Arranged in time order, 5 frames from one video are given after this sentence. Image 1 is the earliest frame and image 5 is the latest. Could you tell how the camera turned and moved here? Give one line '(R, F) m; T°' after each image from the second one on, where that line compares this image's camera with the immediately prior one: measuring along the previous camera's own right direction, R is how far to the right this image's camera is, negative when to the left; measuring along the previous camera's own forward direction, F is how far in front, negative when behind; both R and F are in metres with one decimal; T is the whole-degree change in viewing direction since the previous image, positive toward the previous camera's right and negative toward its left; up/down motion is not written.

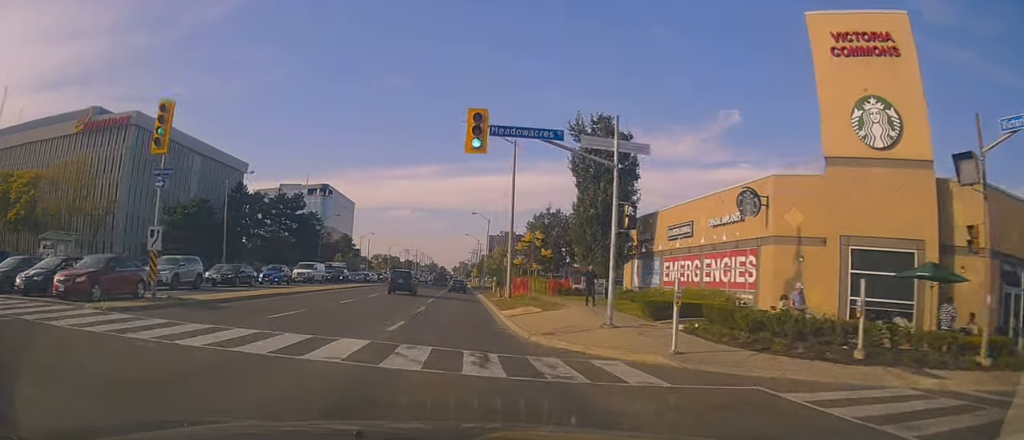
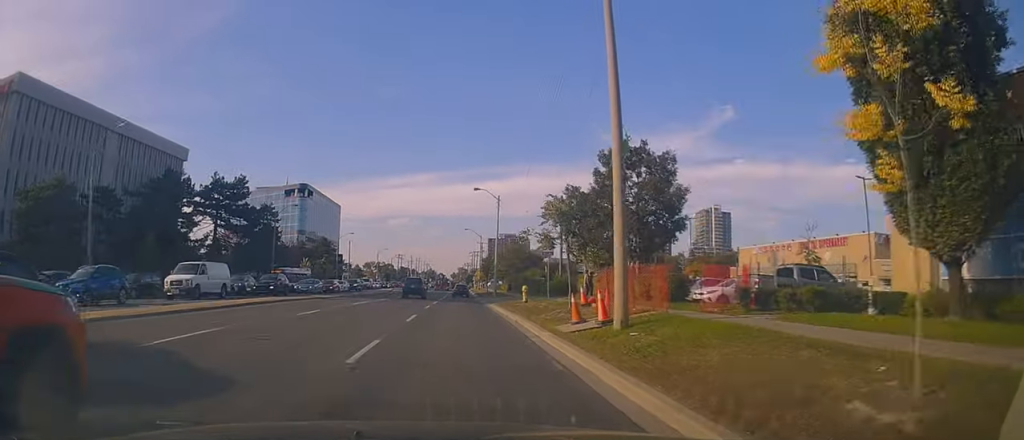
(0.0, +25.5) m; +2°
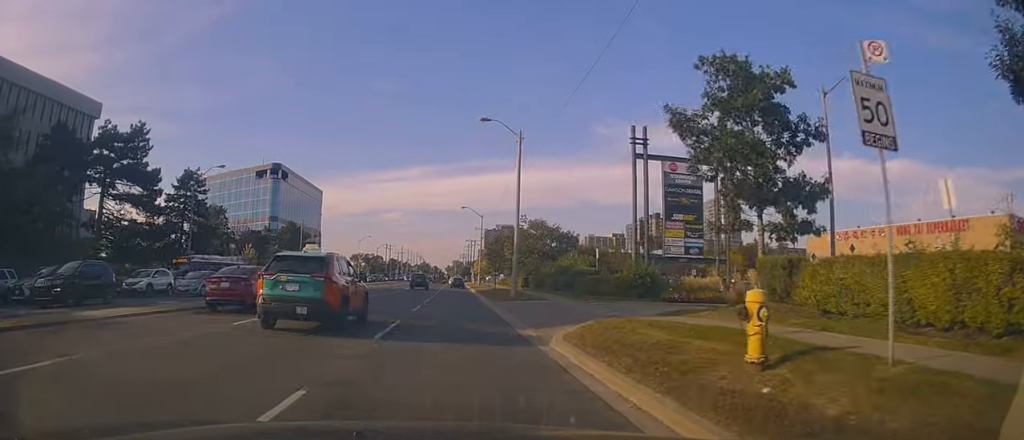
(-0.2, +26.6) m; +3°
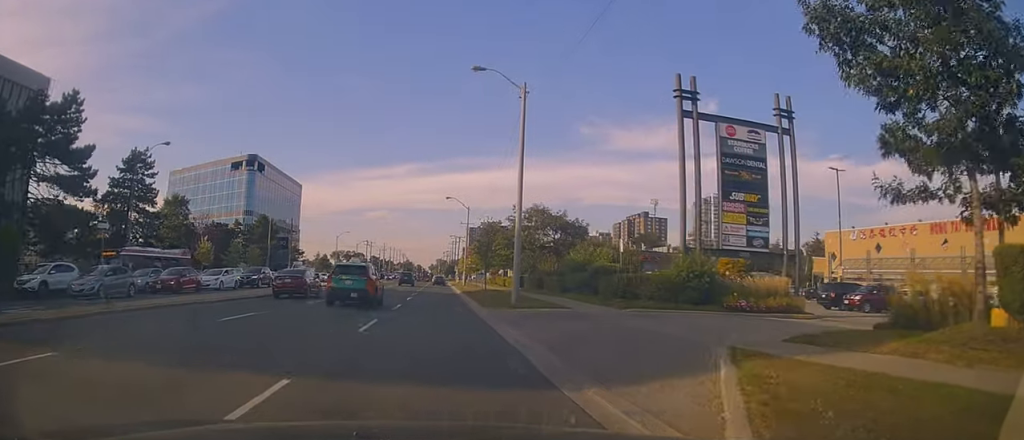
(+0.1, +10.7) m; 0°
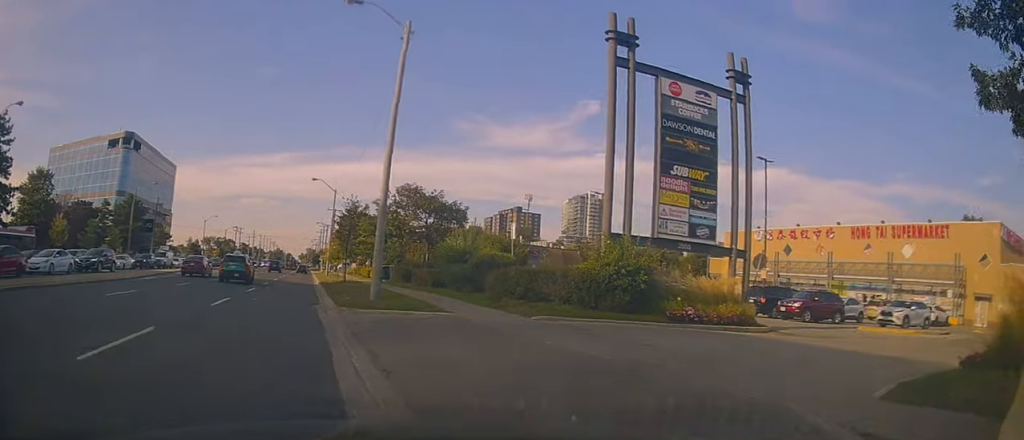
(-0.1, +8.1) m; +2°
